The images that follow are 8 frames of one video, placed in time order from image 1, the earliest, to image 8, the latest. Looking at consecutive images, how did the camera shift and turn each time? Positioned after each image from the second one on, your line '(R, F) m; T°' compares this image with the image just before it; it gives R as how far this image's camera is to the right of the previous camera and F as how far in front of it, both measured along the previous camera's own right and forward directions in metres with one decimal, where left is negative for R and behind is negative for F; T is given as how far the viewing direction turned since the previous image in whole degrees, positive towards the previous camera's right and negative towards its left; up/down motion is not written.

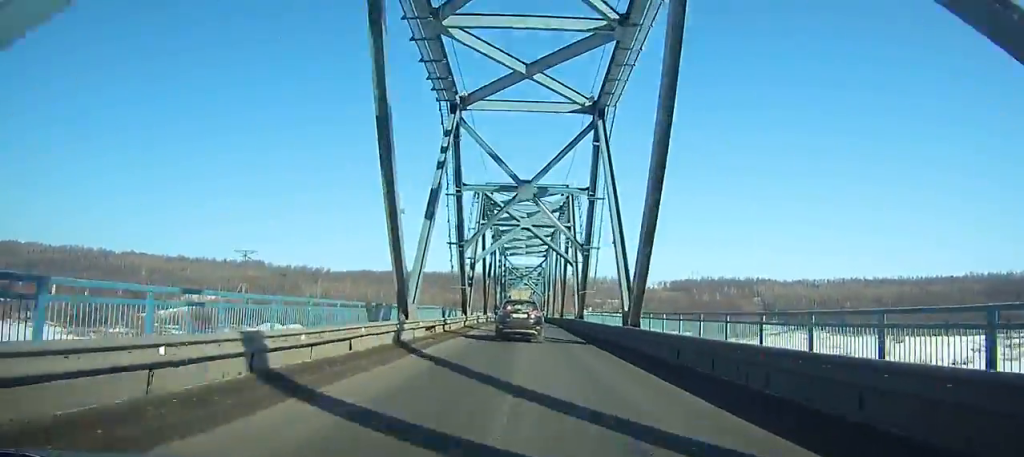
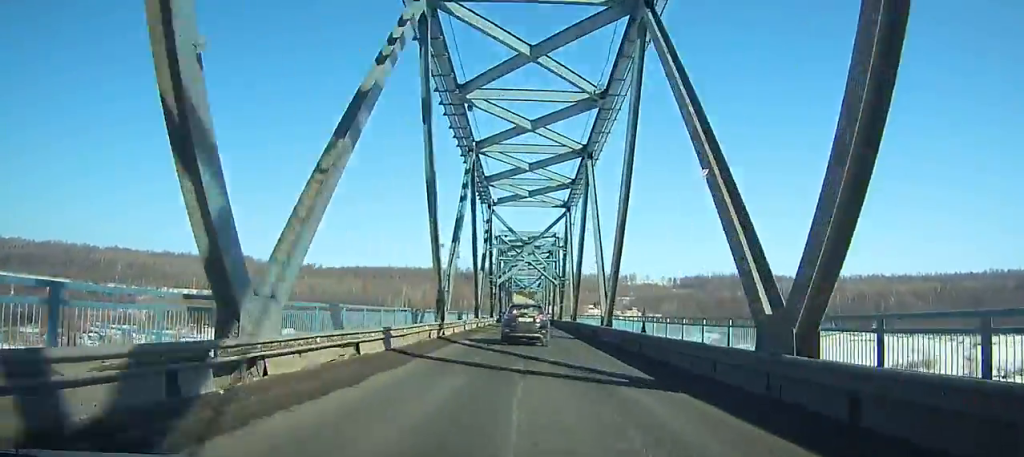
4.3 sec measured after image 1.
(+0.1, +54.6) m; 0°
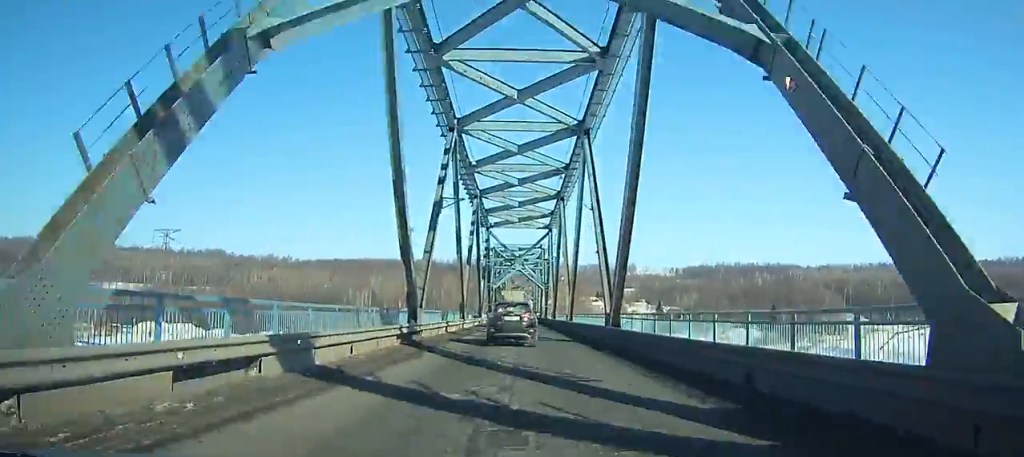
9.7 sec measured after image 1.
(0.0, +67.1) m; 0°
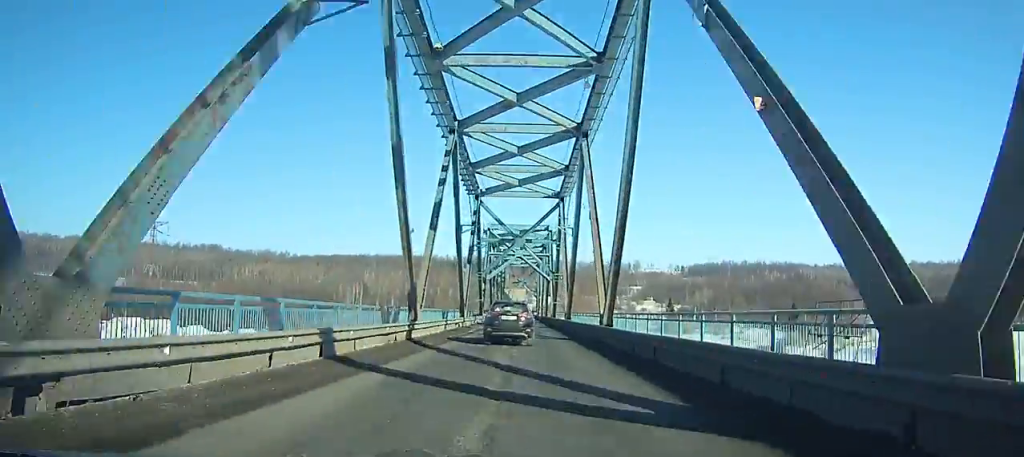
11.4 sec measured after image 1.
(+0.1, +20.9) m; 0°
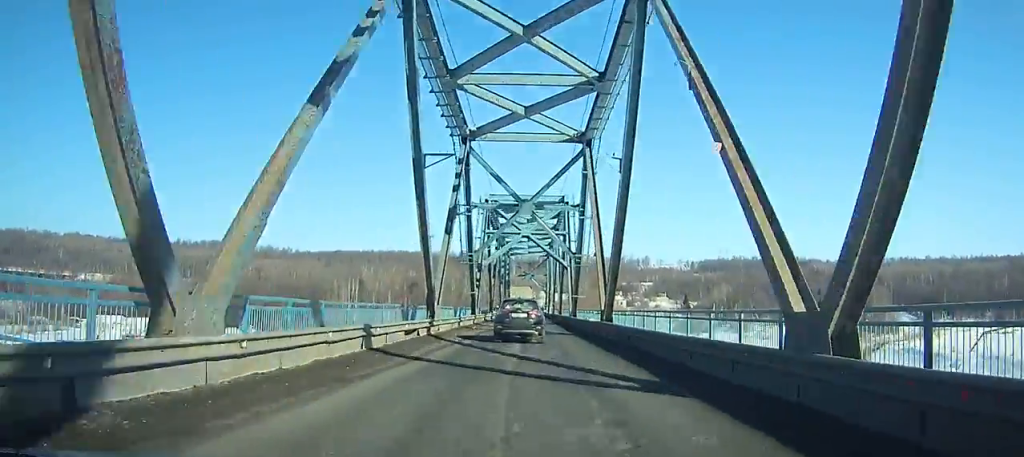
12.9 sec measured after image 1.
(0.0, +18.4) m; 0°
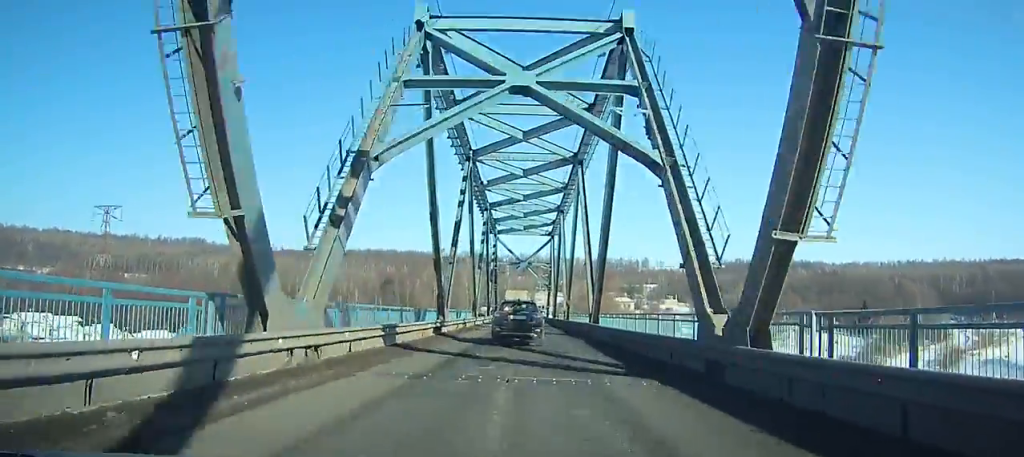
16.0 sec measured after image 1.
(-0.1, +38.2) m; 0°
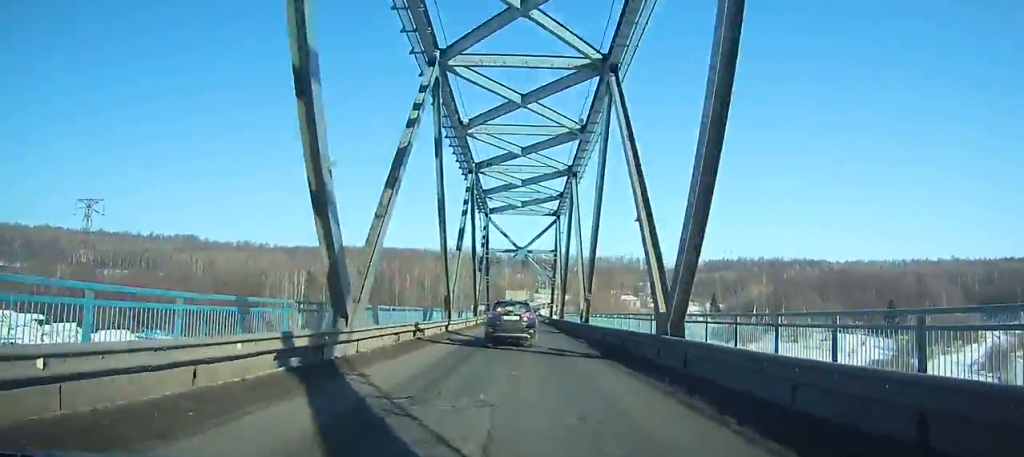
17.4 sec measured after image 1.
(0.0, +17.3) m; 0°
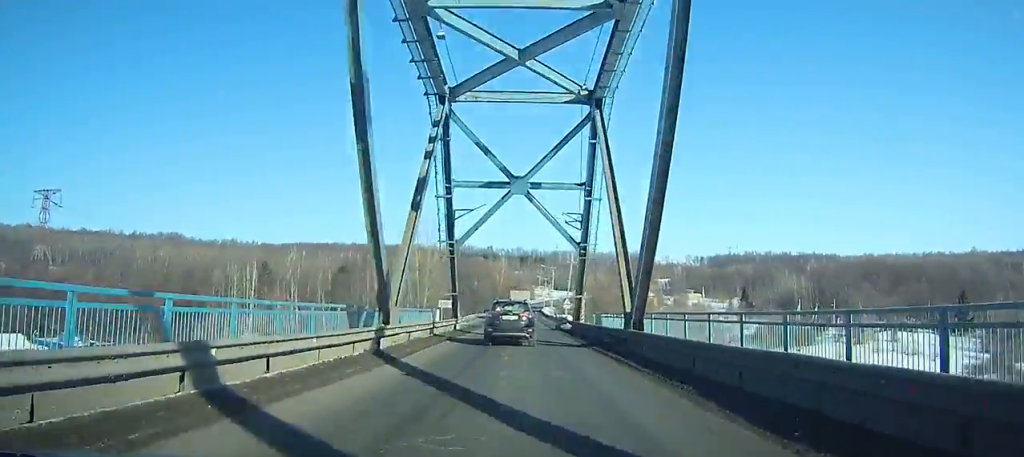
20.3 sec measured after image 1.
(0.0, +36.4) m; +1°
